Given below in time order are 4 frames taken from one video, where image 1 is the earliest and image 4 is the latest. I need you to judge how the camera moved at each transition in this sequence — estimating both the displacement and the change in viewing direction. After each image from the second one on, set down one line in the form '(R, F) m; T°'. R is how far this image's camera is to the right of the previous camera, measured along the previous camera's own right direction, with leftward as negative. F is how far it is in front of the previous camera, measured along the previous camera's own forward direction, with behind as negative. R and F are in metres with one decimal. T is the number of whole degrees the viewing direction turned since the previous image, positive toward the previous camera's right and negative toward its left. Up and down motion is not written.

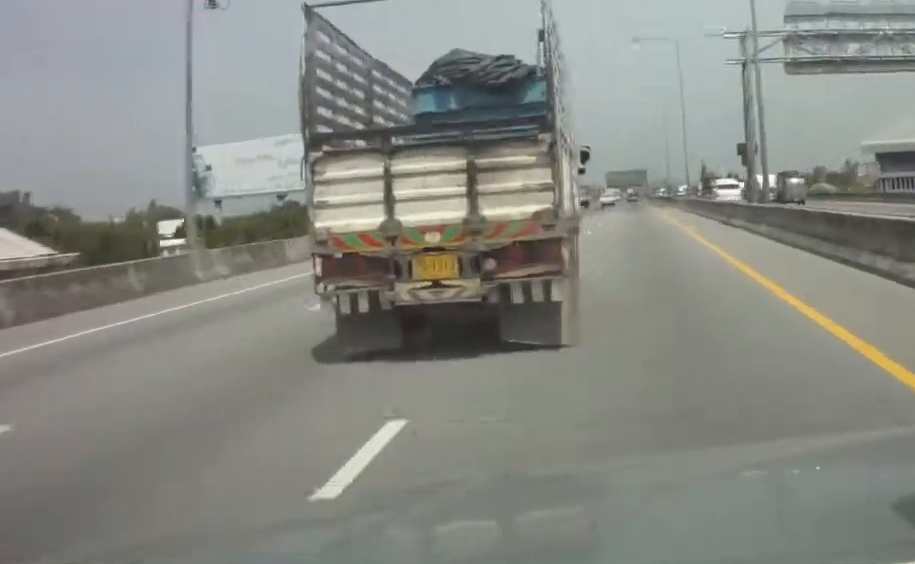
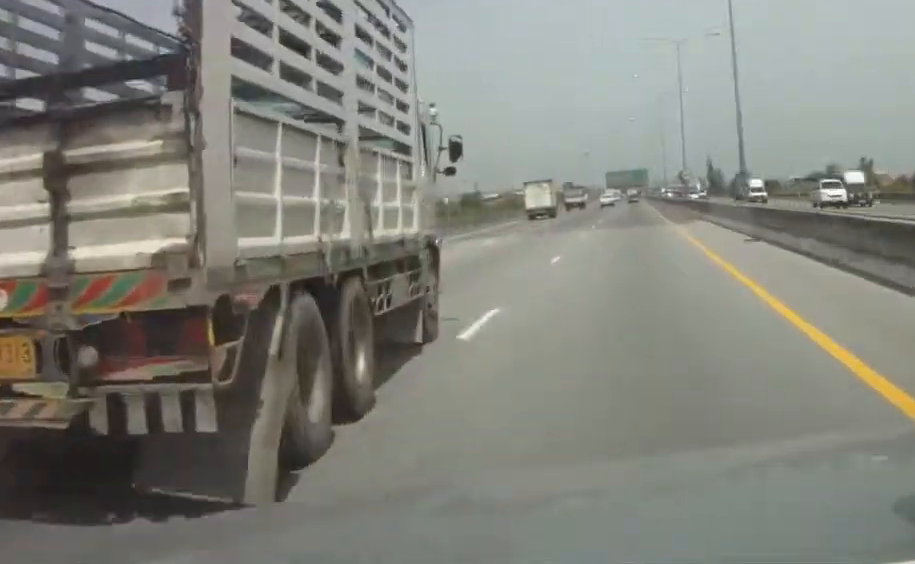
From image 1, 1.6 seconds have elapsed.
(0.0, +40.5) m; 0°
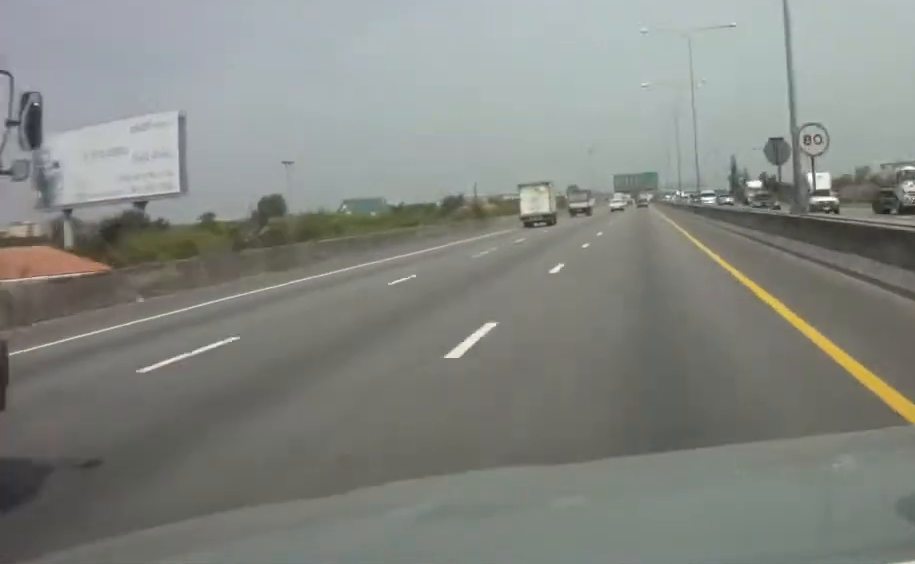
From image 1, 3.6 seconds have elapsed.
(-0.2, +51.4) m; 0°
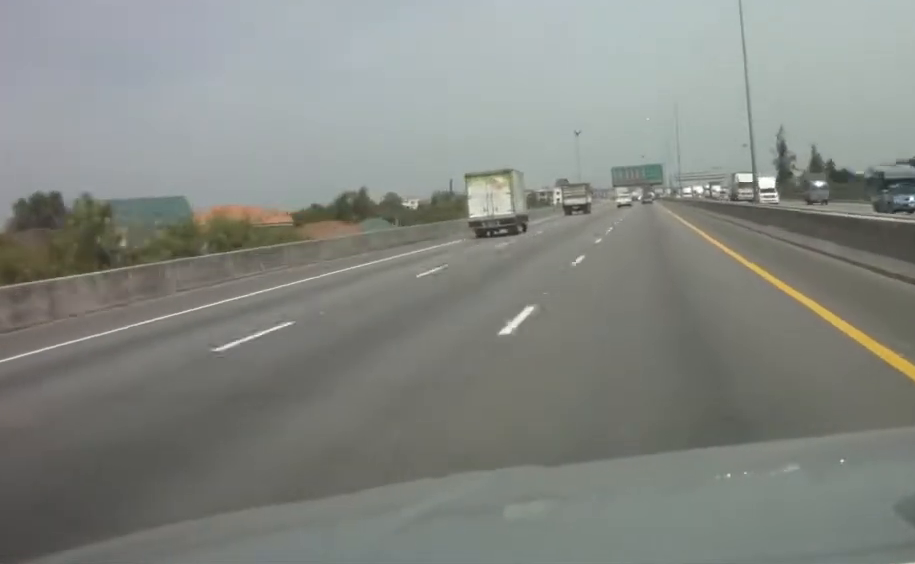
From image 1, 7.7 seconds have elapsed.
(-0.3, +107.4) m; 0°
